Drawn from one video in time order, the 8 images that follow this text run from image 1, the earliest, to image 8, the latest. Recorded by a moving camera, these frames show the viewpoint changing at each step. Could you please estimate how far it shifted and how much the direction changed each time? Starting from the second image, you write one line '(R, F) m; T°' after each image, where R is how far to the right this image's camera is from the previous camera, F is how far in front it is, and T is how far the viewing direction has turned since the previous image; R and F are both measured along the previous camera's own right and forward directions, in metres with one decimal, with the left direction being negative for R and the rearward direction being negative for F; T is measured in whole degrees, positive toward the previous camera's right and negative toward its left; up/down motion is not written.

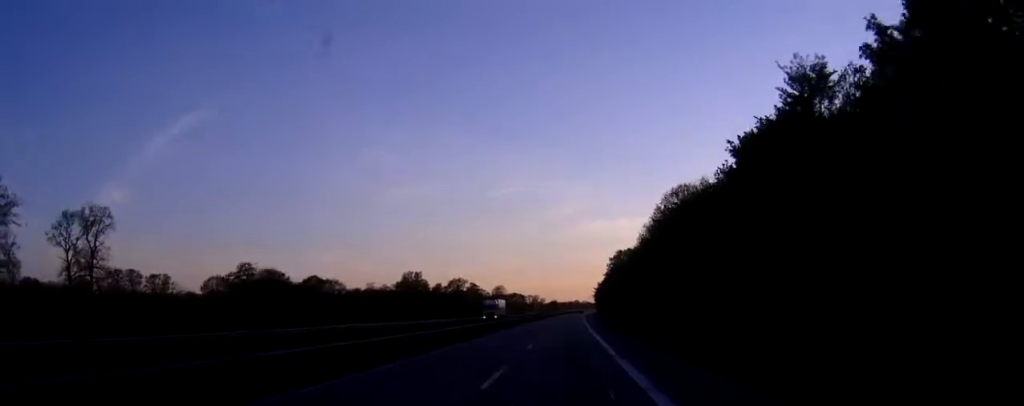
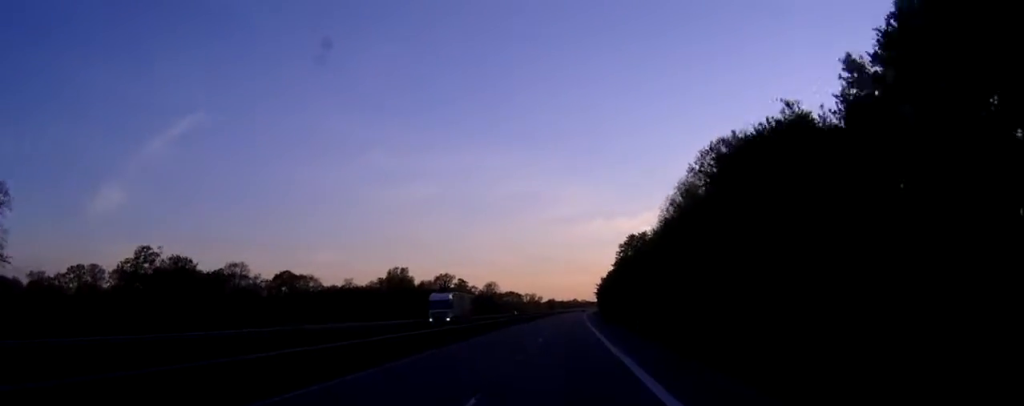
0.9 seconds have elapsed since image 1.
(+0.1, +27.0) m; 0°
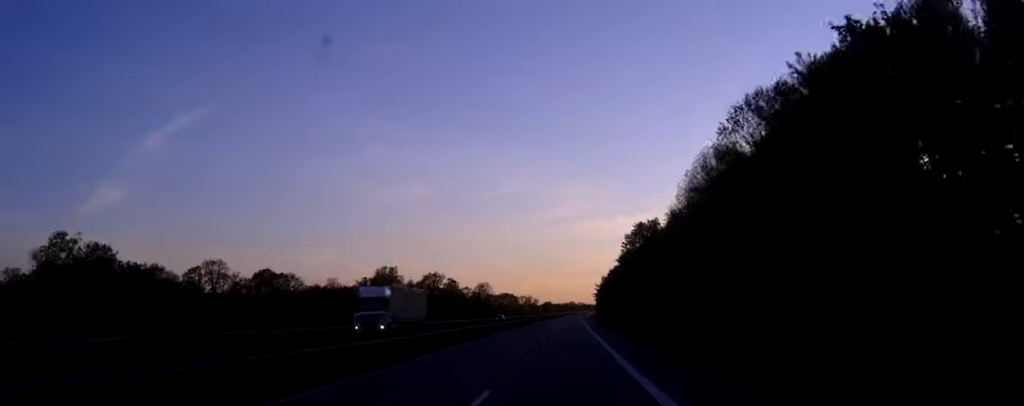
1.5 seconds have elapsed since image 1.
(+0.1, +15.4) m; 0°
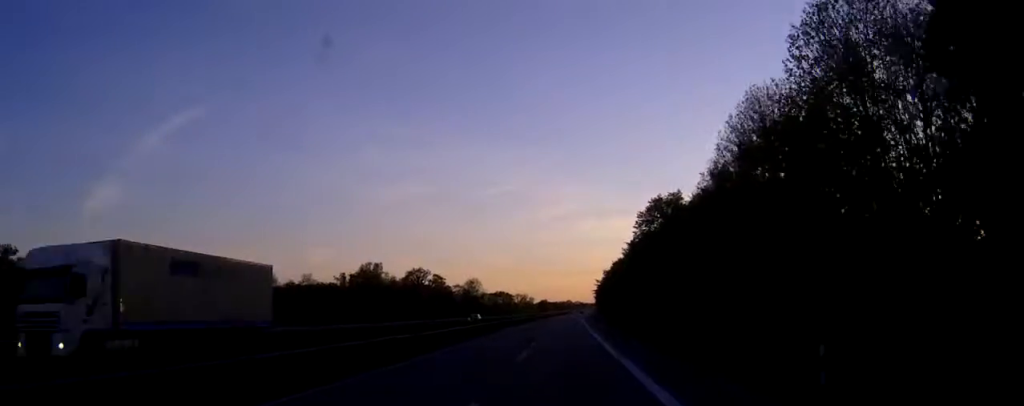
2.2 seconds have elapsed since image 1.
(0.0, +20.3) m; 0°
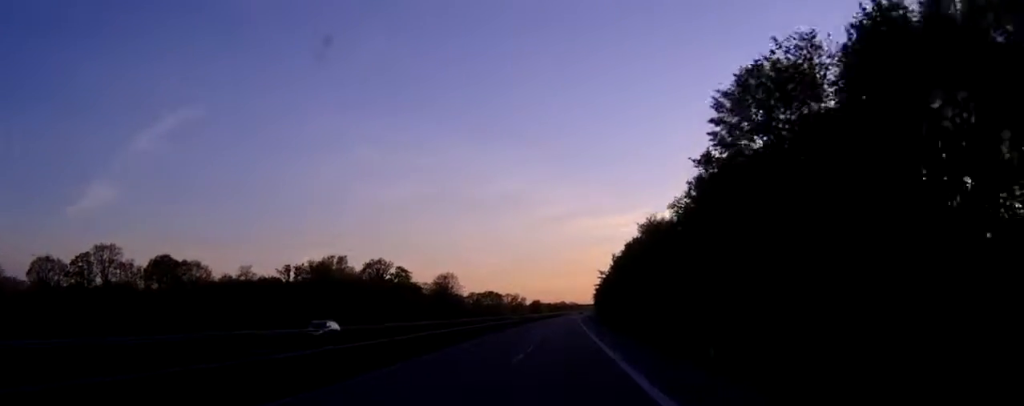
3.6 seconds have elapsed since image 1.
(+0.1, +40.7) m; 0°
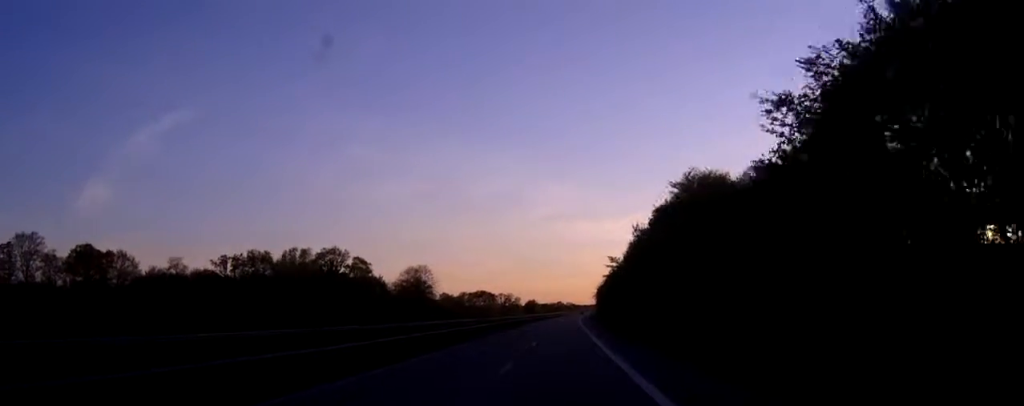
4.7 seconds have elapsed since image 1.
(+0.1, +33.7) m; 0°
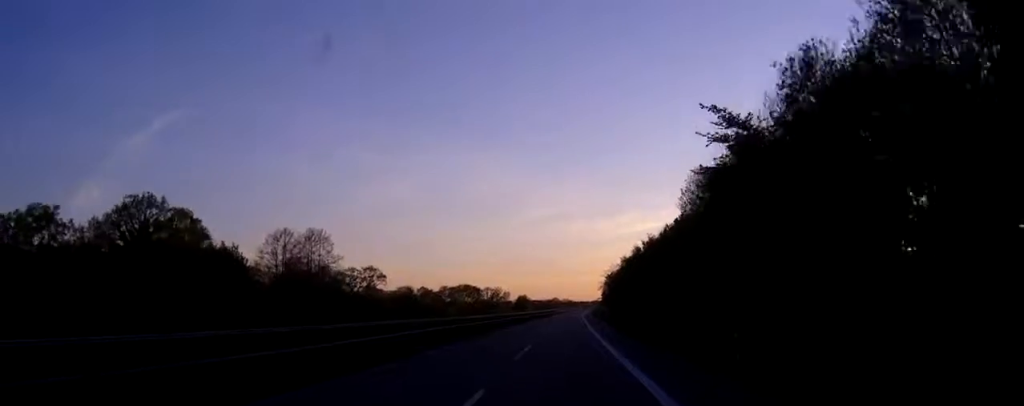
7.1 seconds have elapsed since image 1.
(+0.2, +67.8) m; 0°
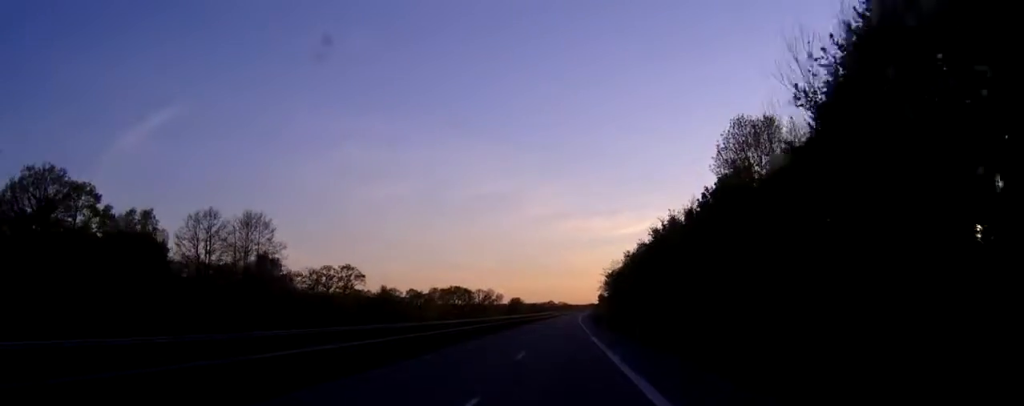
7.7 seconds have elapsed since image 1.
(0.0, +18.5) m; 0°
